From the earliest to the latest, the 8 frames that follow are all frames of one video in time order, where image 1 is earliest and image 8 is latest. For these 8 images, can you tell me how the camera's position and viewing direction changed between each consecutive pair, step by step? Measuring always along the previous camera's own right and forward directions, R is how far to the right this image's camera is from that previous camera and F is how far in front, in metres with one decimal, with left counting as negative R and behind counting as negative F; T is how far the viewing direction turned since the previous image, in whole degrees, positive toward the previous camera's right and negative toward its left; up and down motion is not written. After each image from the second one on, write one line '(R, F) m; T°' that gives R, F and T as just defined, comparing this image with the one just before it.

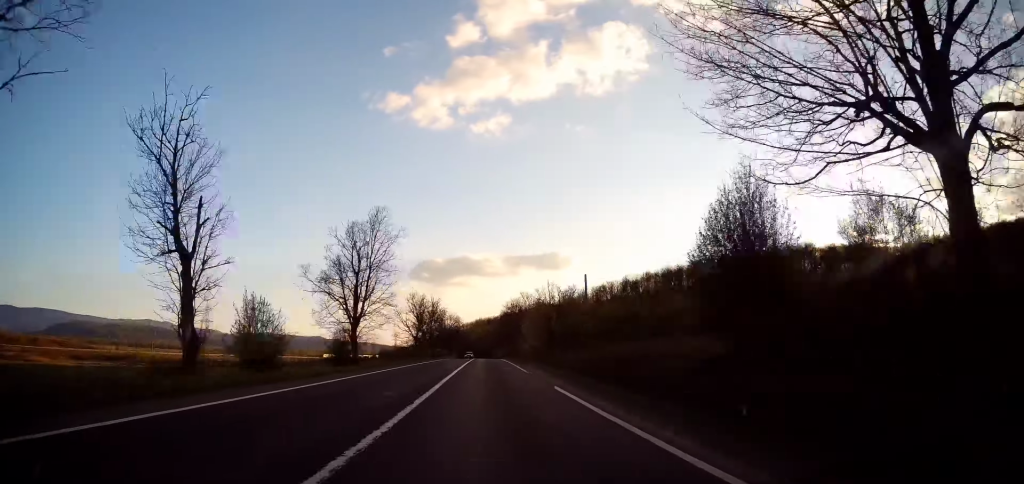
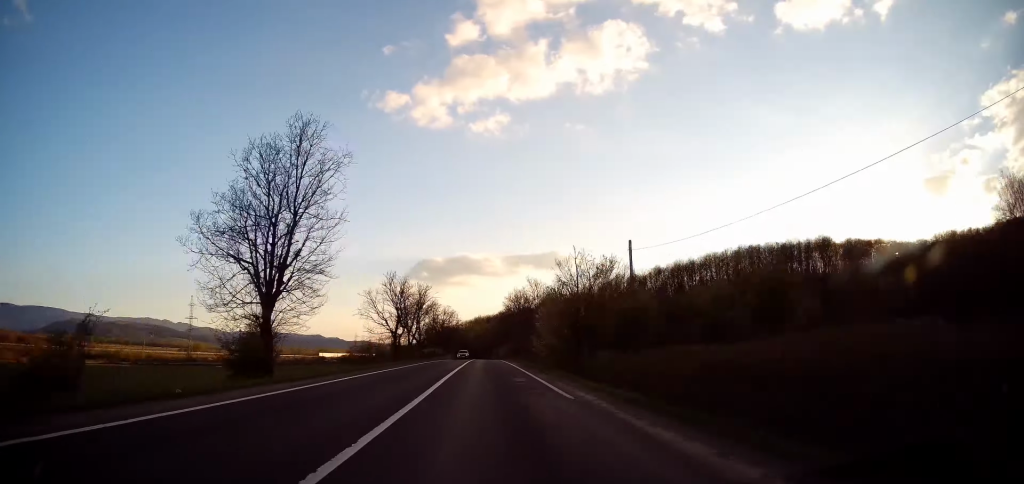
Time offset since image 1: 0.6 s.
(+0.1, +14.1) m; +1°
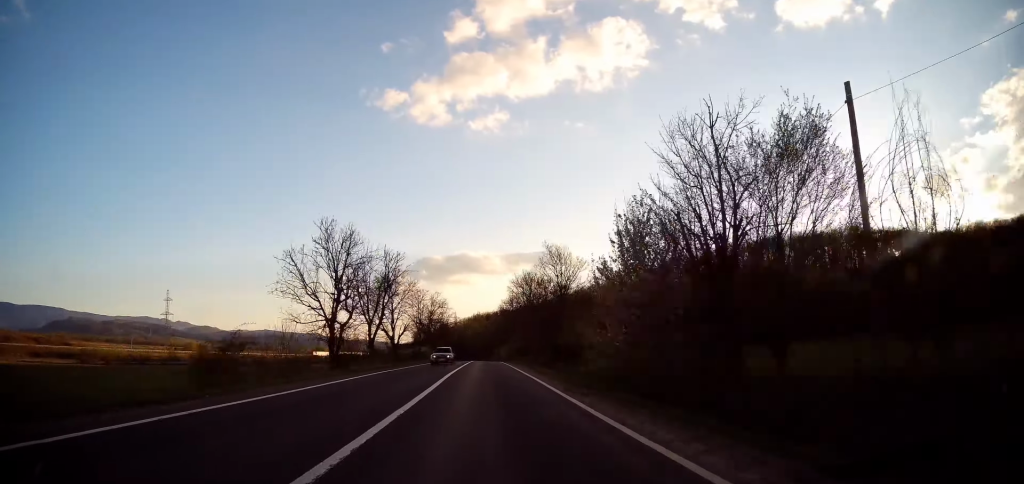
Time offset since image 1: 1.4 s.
(0.0, +19.8) m; +1°
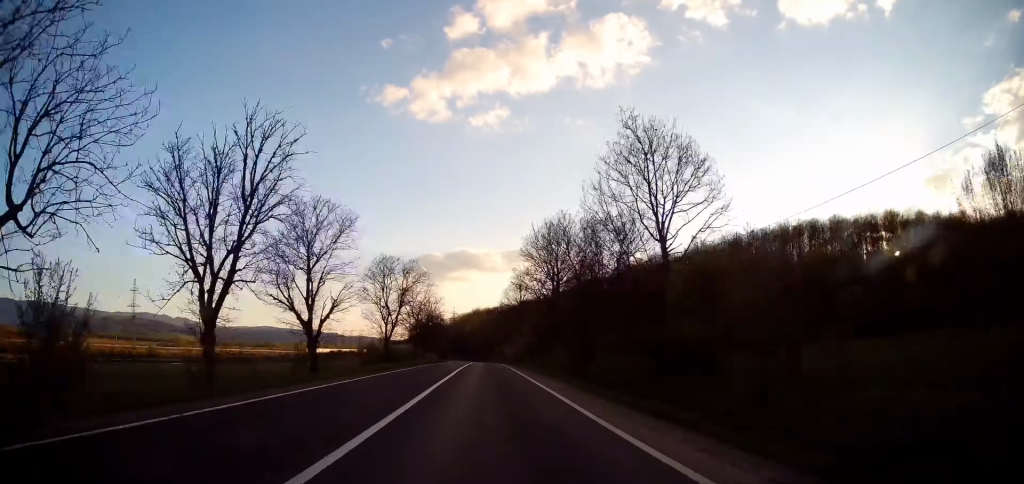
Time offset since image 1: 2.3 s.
(+0.4, +24.2) m; +1°
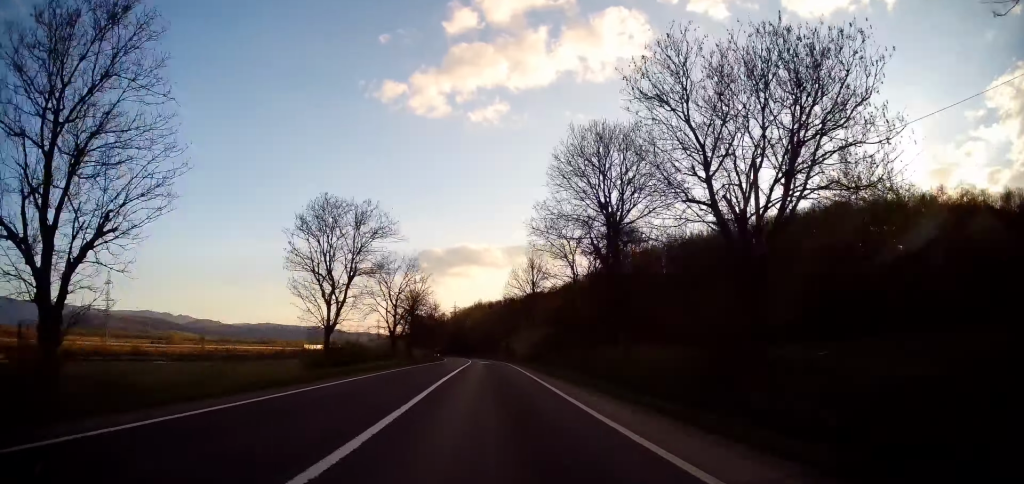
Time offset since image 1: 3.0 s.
(0.0, +17.9) m; -1°
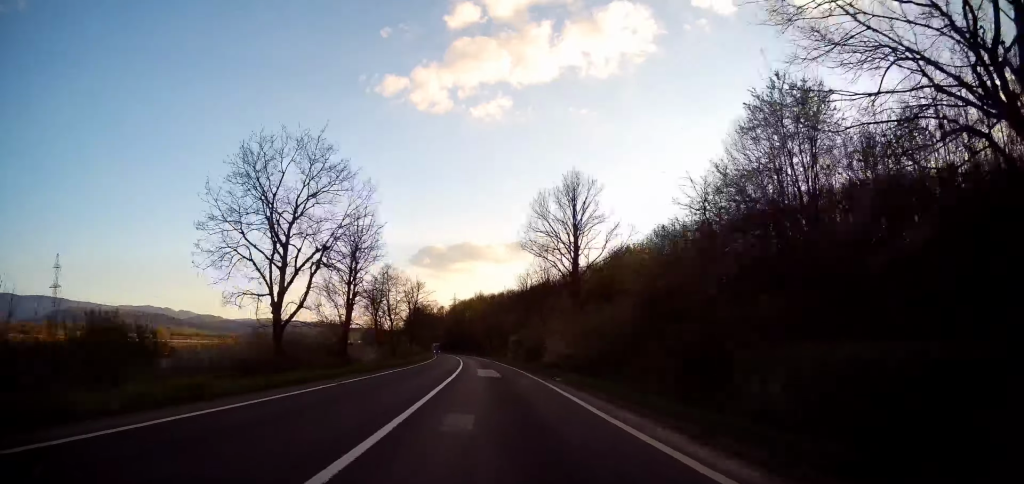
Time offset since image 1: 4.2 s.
(-0.4, +29.0) m; -1°
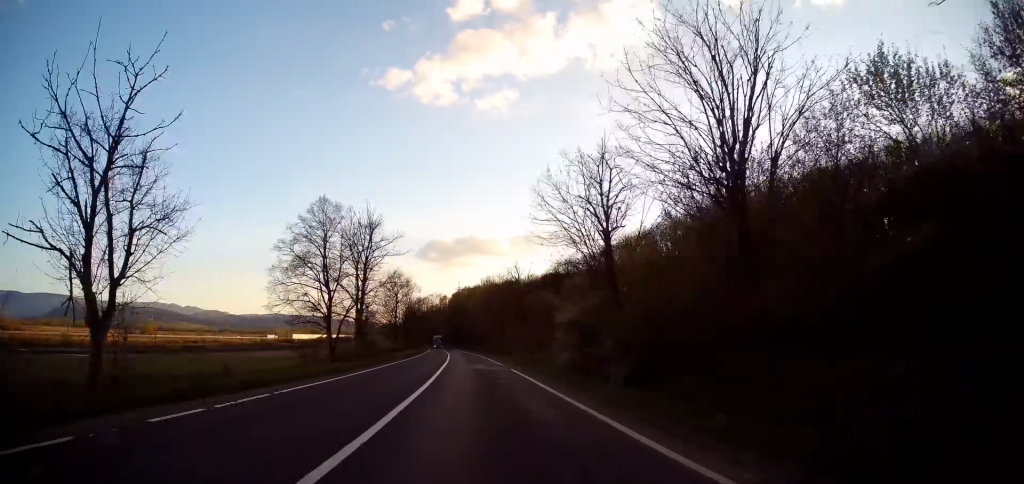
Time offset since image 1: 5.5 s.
(+0.2, +33.9) m; 0°
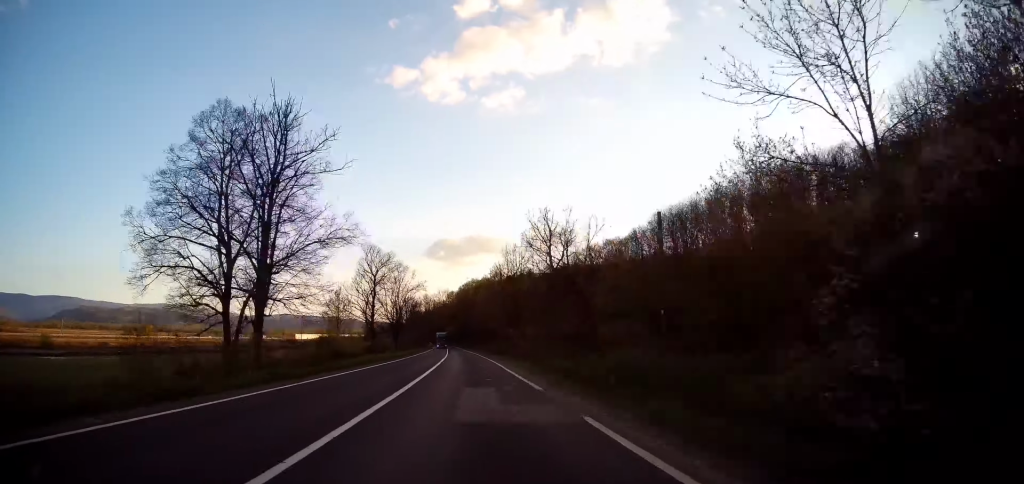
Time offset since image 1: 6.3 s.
(0.0, +19.5) m; 0°
